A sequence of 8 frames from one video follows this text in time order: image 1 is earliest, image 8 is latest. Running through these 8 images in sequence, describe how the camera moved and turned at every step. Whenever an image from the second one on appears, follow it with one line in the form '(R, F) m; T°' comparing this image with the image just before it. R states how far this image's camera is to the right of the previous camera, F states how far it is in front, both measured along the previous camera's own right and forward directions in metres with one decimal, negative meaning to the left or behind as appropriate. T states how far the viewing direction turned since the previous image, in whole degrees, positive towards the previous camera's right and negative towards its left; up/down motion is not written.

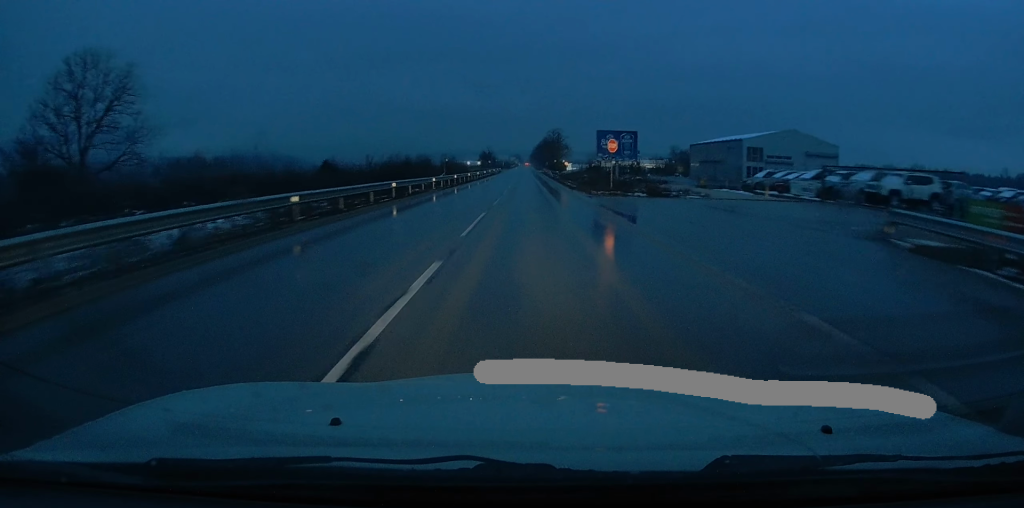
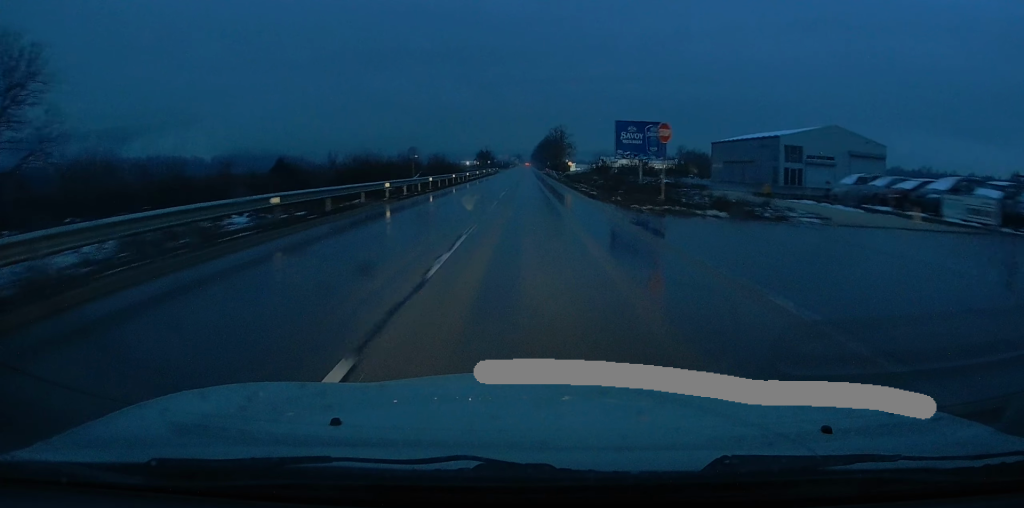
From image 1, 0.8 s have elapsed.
(0.0, +13.4) m; 0°
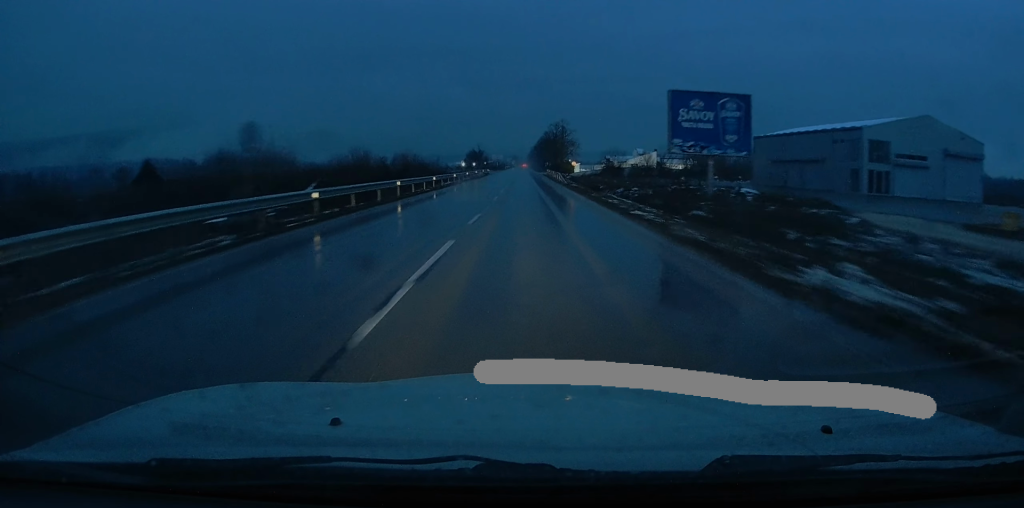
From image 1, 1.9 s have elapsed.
(0.0, +20.7) m; 0°
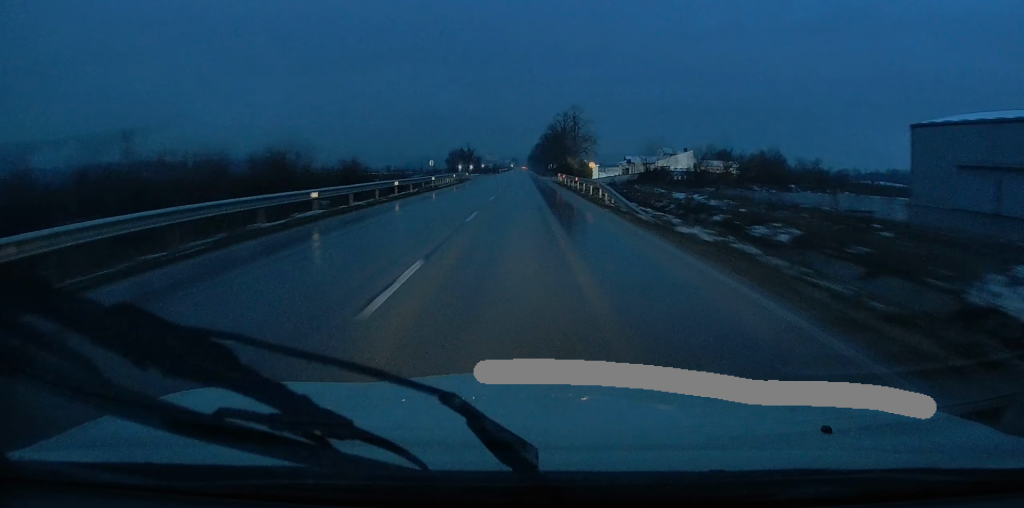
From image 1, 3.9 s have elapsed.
(+0.1, +35.8) m; 0°
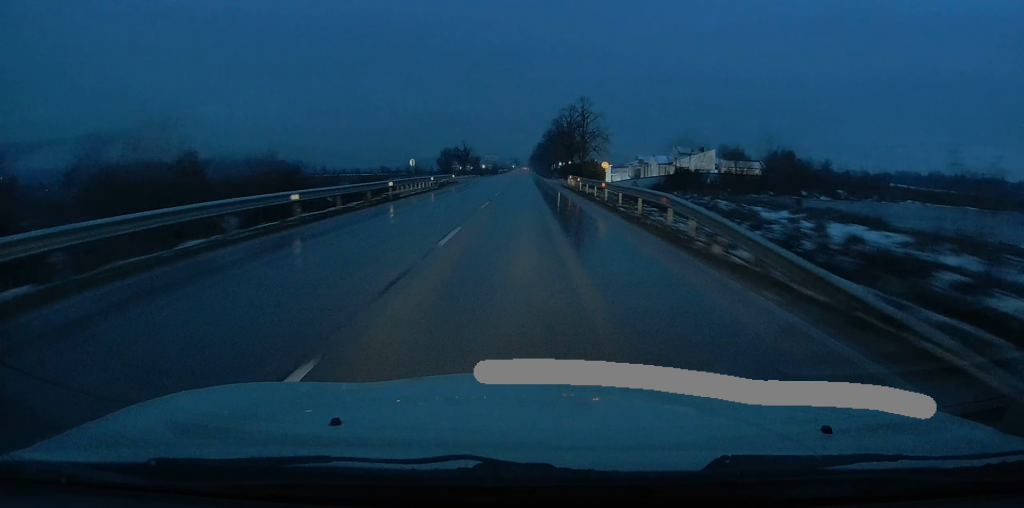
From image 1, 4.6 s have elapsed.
(-0.1, +13.6) m; 0°
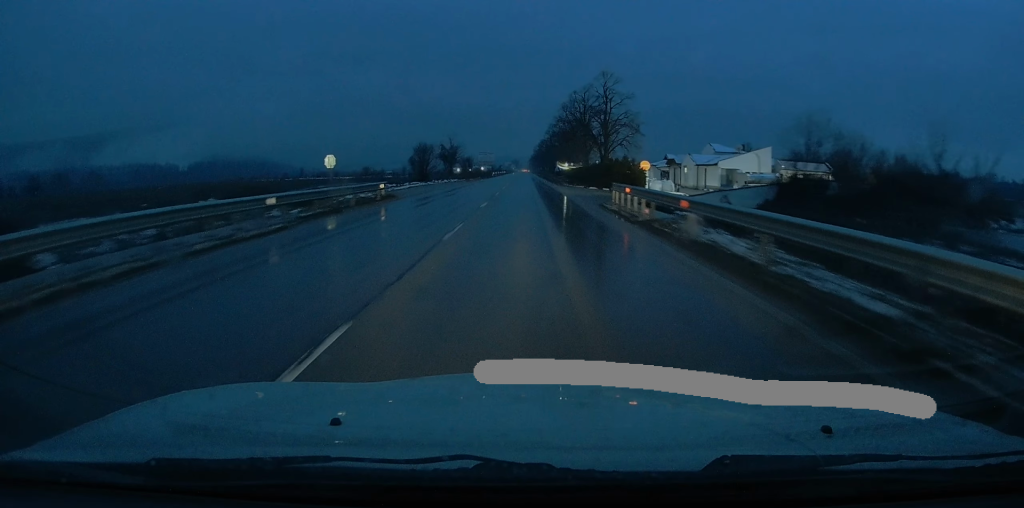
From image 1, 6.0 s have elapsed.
(+0.1, +26.5) m; +1°
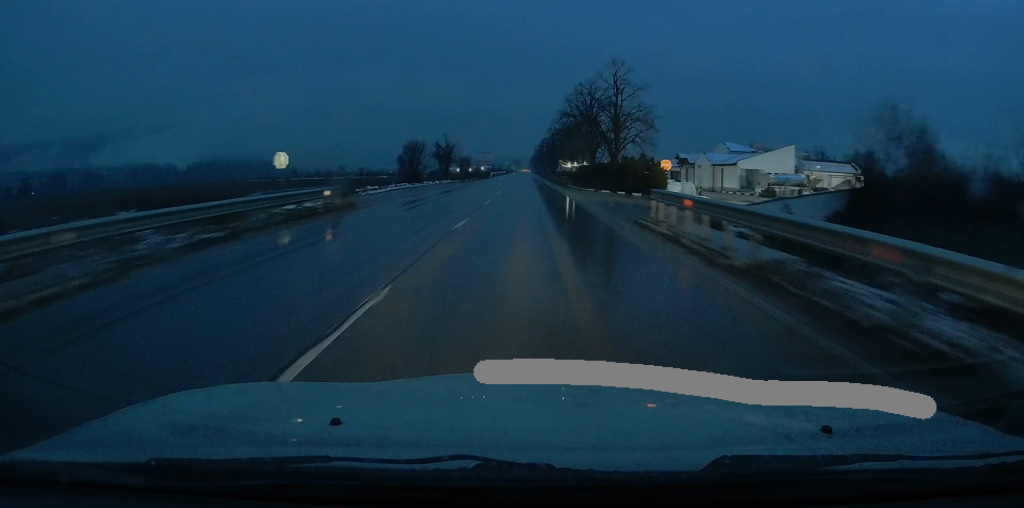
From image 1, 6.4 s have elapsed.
(0.0, +7.6) m; 0°
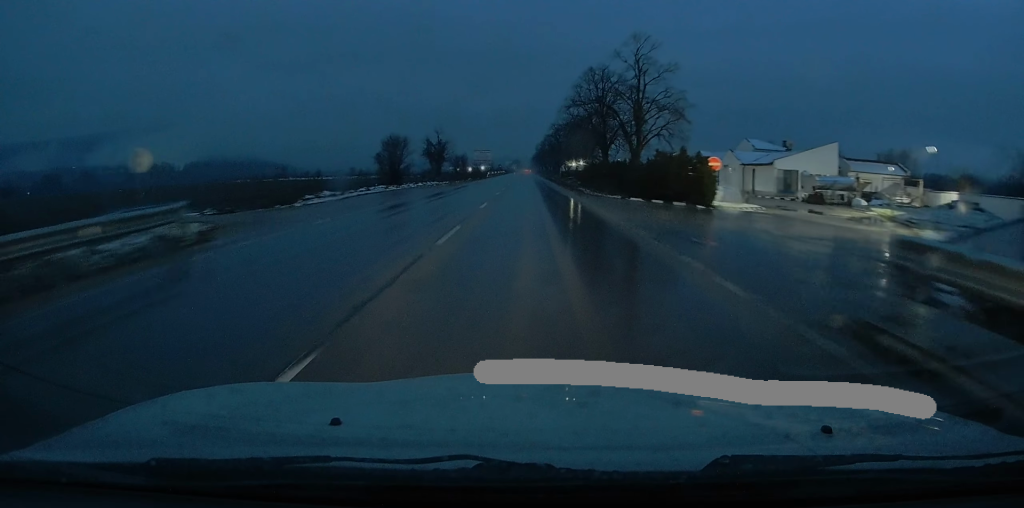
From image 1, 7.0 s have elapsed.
(0.0, +11.5) m; 0°
